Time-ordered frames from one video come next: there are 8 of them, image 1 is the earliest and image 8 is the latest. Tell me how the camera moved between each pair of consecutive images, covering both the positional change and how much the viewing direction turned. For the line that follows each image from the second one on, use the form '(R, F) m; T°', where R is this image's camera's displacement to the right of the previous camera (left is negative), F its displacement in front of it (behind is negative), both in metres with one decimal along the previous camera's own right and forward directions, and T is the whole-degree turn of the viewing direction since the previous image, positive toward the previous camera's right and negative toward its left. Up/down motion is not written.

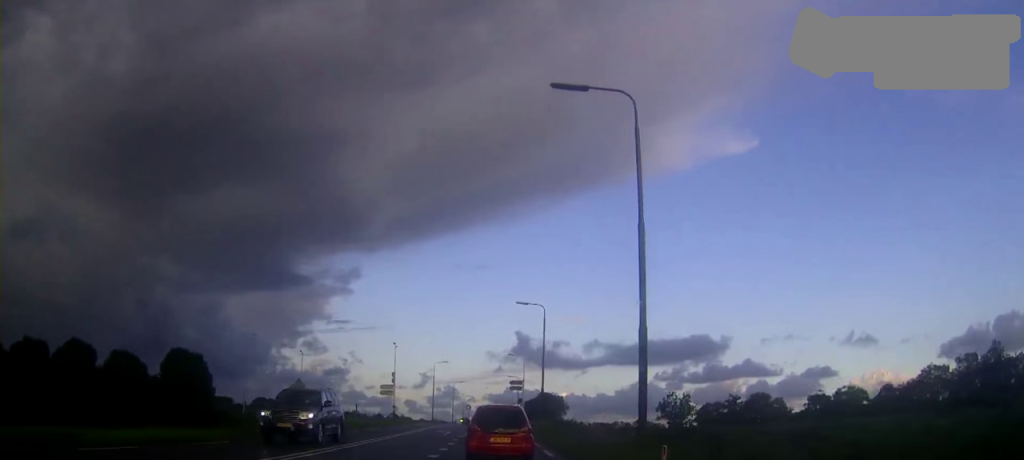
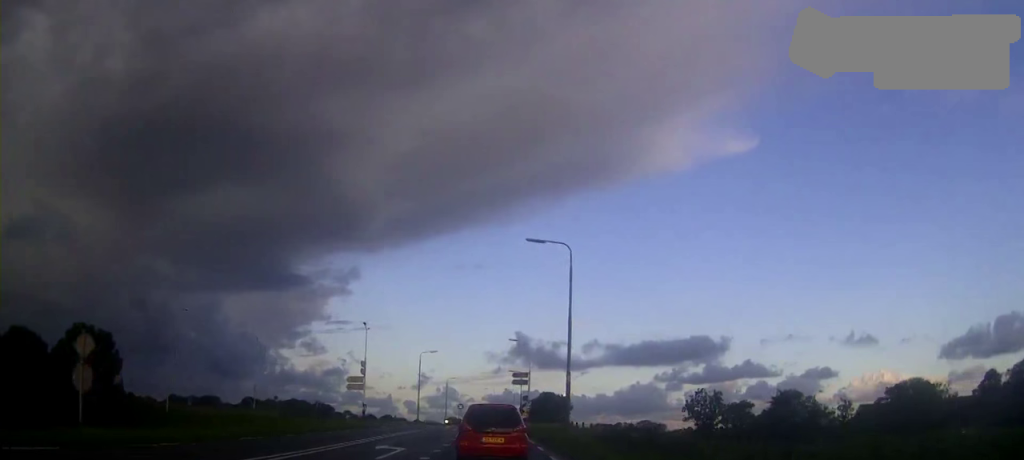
(+0.7, +21.6) m; +2°
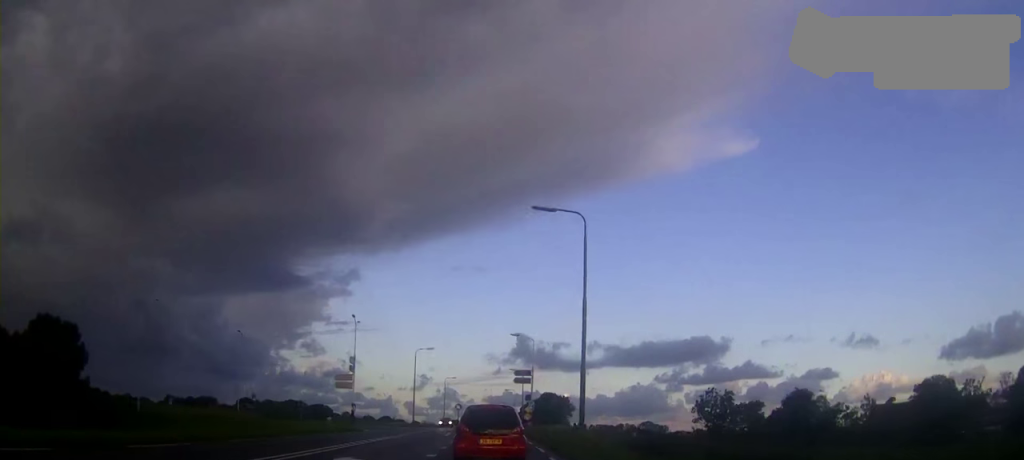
(0.0, +6.2) m; 0°
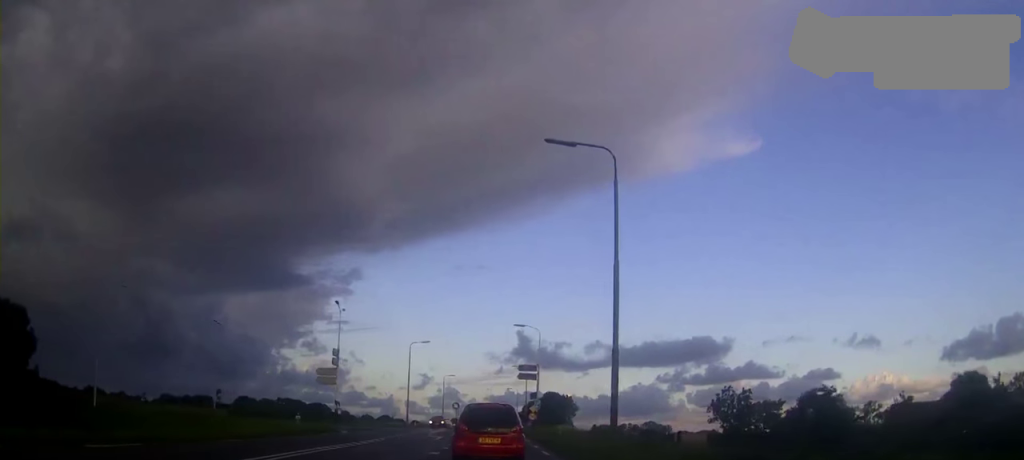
(-0.1, +8.4) m; 0°
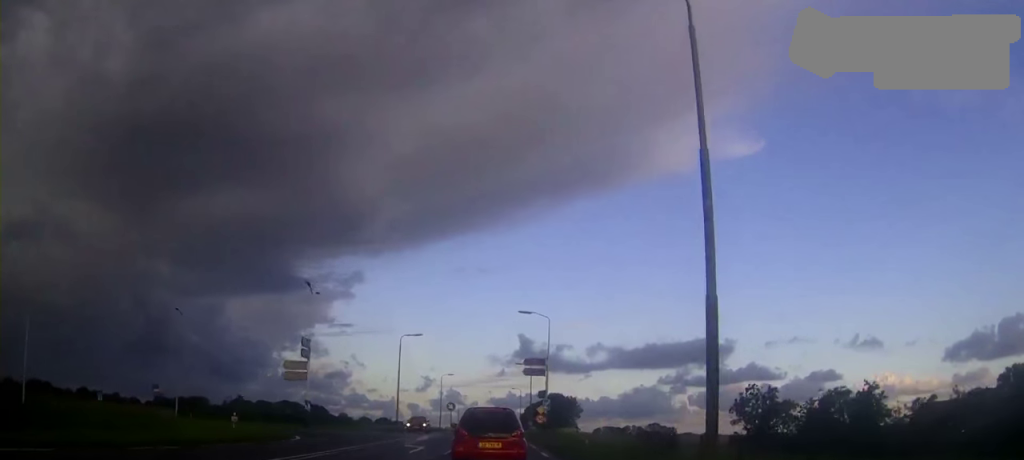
(-0.1, +10.1) m; 0°
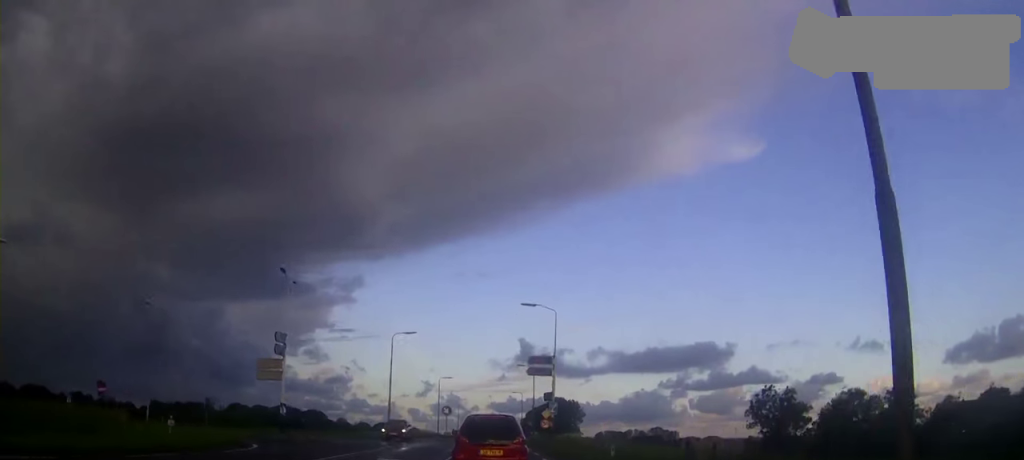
(+0.1, +6.4) m; 0°
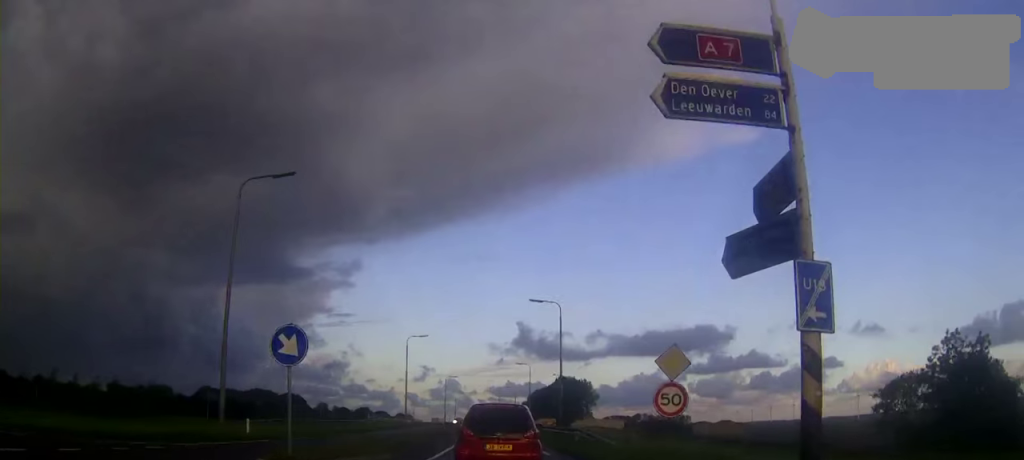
(0.0, +43.4) m; 0°
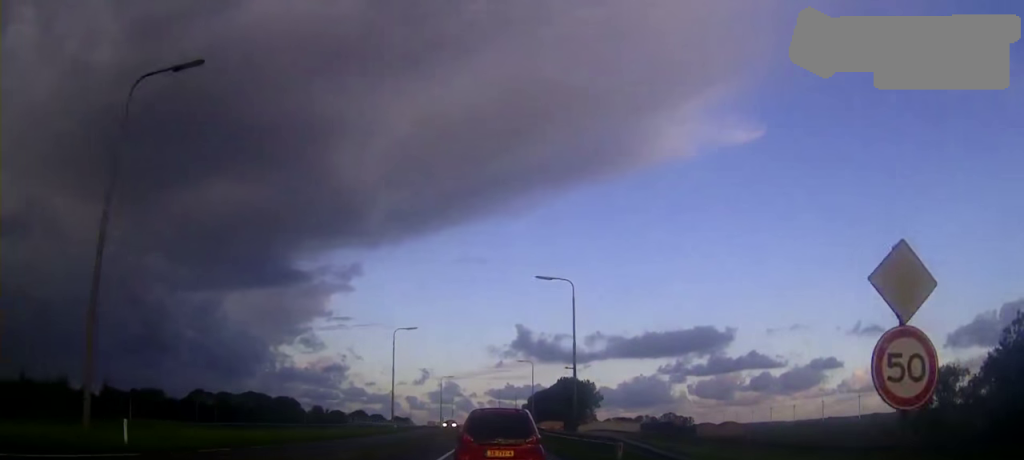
(0.0, +9.9) m; 0°
